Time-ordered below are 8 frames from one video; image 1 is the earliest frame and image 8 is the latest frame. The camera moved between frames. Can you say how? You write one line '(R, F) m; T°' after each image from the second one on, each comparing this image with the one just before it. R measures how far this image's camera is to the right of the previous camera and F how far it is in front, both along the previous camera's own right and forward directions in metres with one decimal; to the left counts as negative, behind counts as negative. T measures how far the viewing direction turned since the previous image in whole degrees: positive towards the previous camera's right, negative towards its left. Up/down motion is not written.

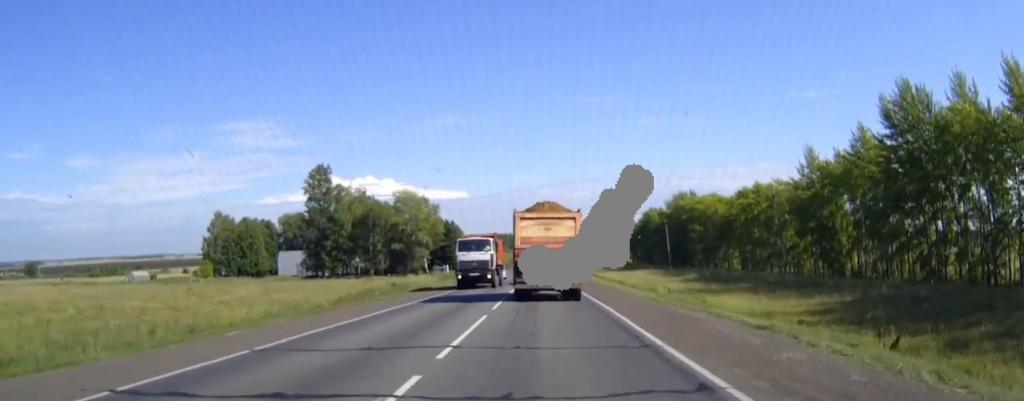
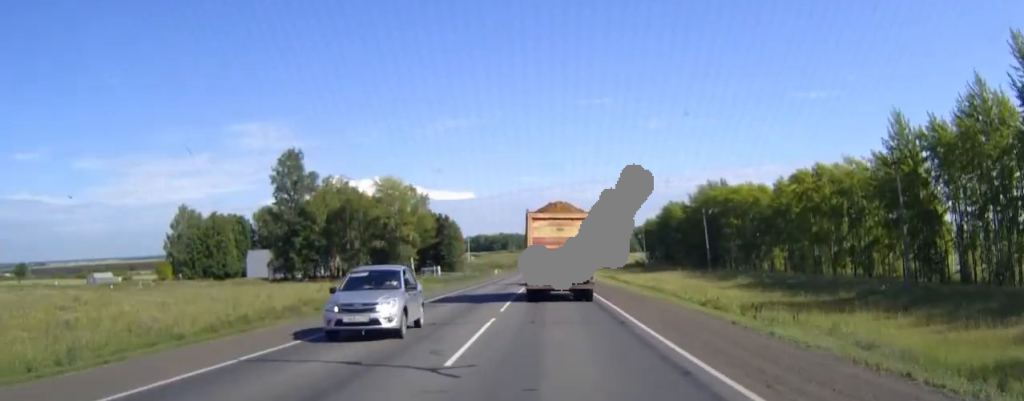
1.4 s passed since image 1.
(0.0, +24.4) m; 0°
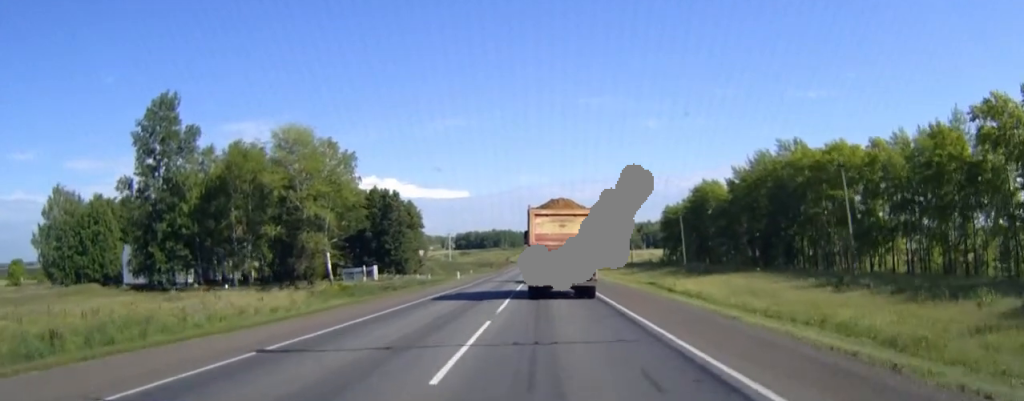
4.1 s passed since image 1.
(+0.1, +49.7) m; 0°
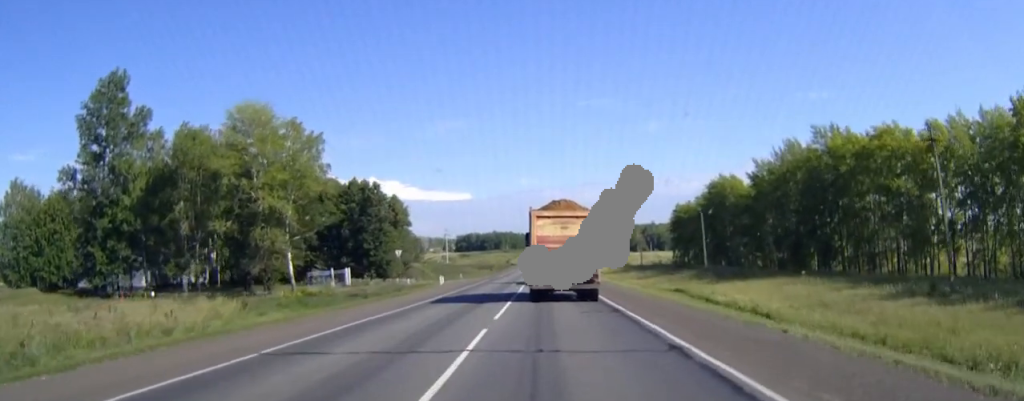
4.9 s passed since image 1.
(0.0, +13.8) m; 0°
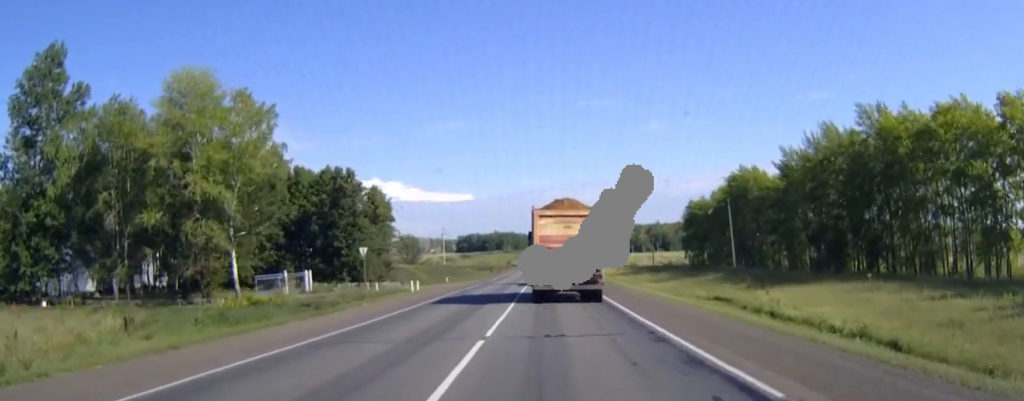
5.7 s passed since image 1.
(0.0, +13.8) m; 0°
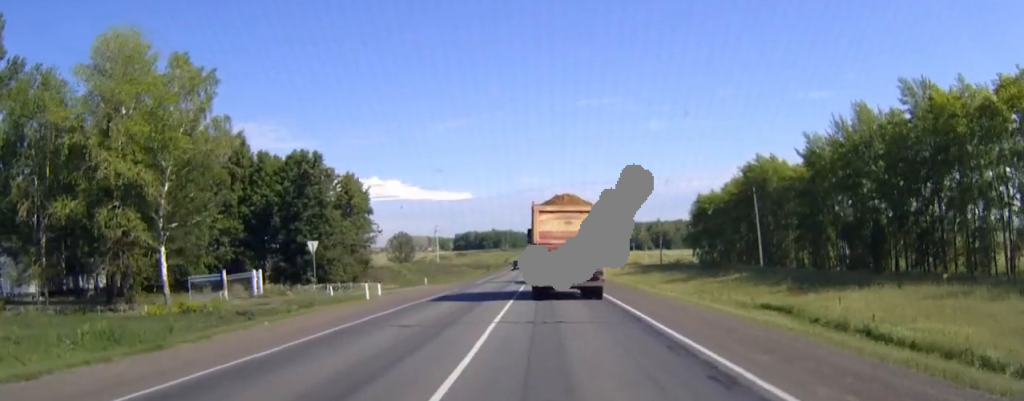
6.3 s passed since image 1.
(0.0, +11.5) m; 0°
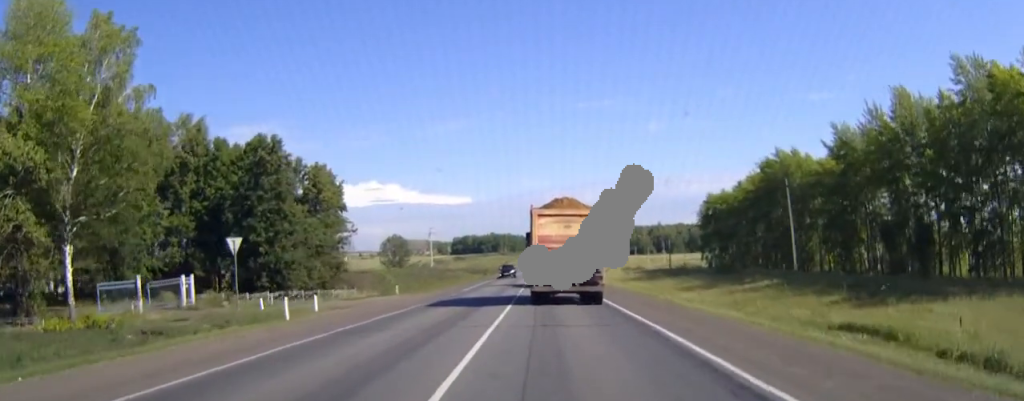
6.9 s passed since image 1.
(0.0, +10.9) m; 0°
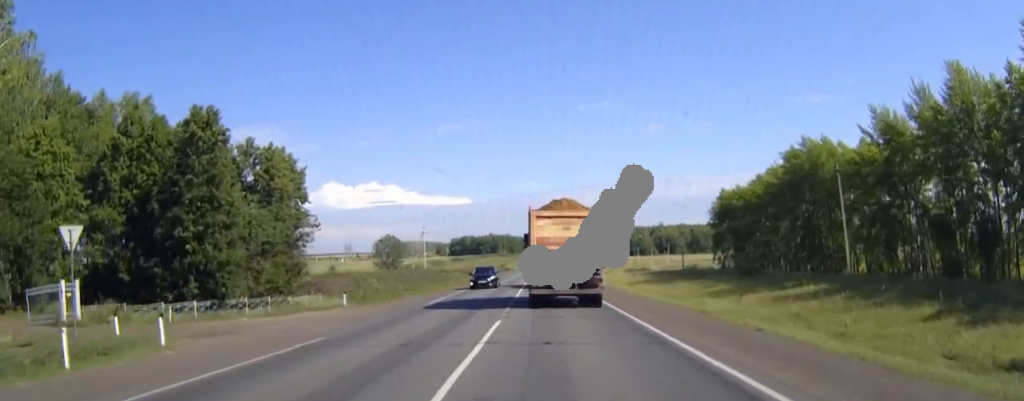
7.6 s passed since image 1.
(0.0, +12.1) m; 0°
